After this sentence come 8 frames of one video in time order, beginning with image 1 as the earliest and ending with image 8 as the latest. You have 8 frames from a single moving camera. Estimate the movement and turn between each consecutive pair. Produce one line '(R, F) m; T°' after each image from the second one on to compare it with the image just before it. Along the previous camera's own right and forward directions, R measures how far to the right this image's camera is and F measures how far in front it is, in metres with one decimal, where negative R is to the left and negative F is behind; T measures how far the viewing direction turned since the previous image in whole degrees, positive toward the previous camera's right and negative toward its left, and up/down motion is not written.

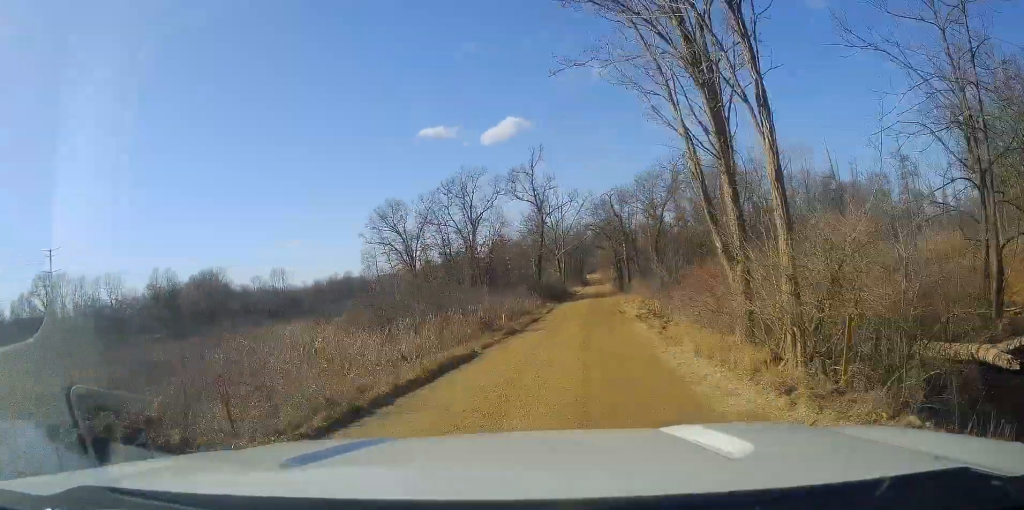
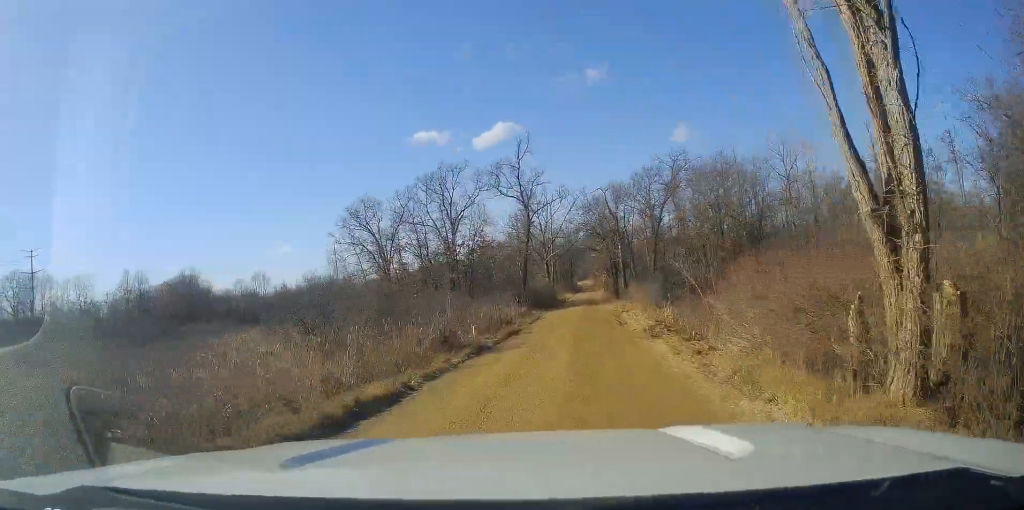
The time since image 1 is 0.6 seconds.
(-0.2, +8.3) m; 0°
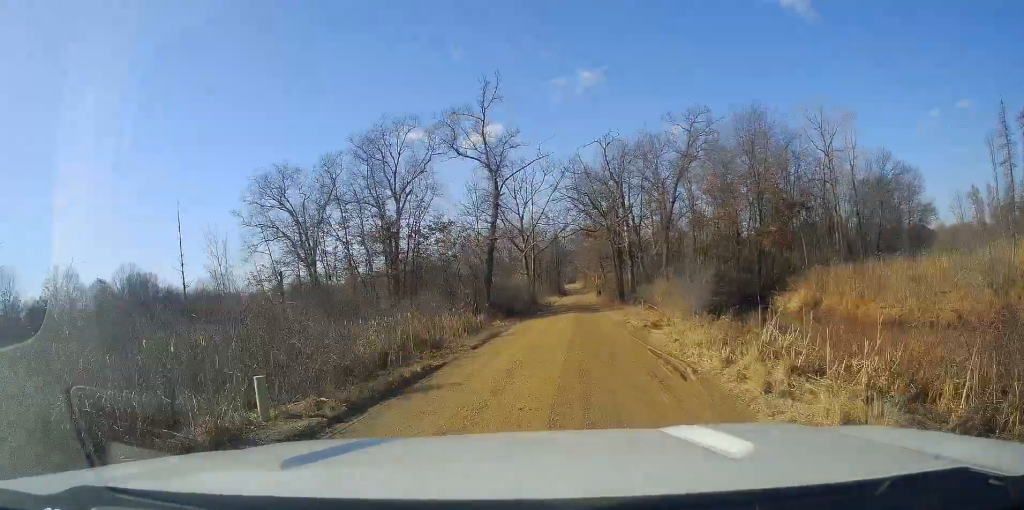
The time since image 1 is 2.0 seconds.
(0.0, +21.6) m; +3°
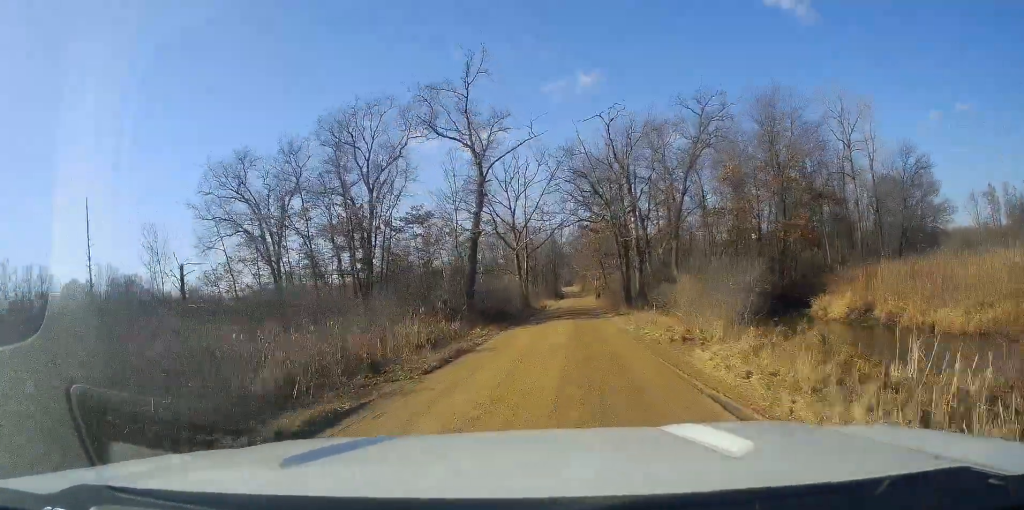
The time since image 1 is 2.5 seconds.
(+0.1, +7.7) m; 0°
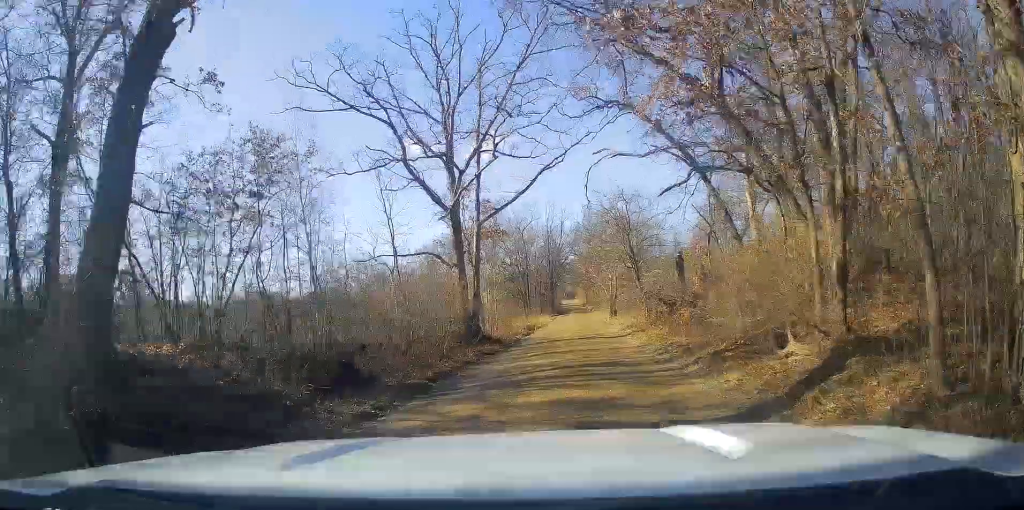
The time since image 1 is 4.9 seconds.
(-1.1, +36.8) m; -2°
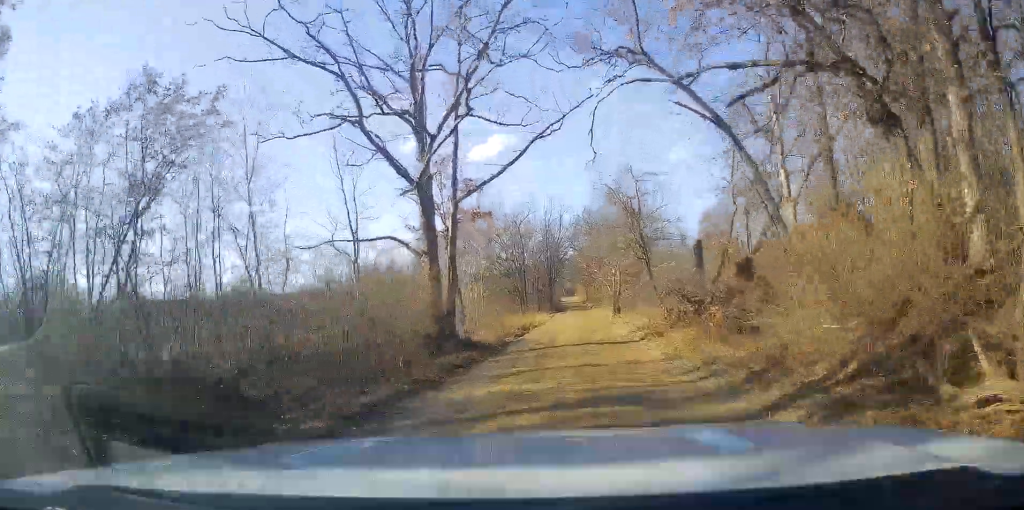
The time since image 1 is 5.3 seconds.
(0.0, +6.2) m; +1°
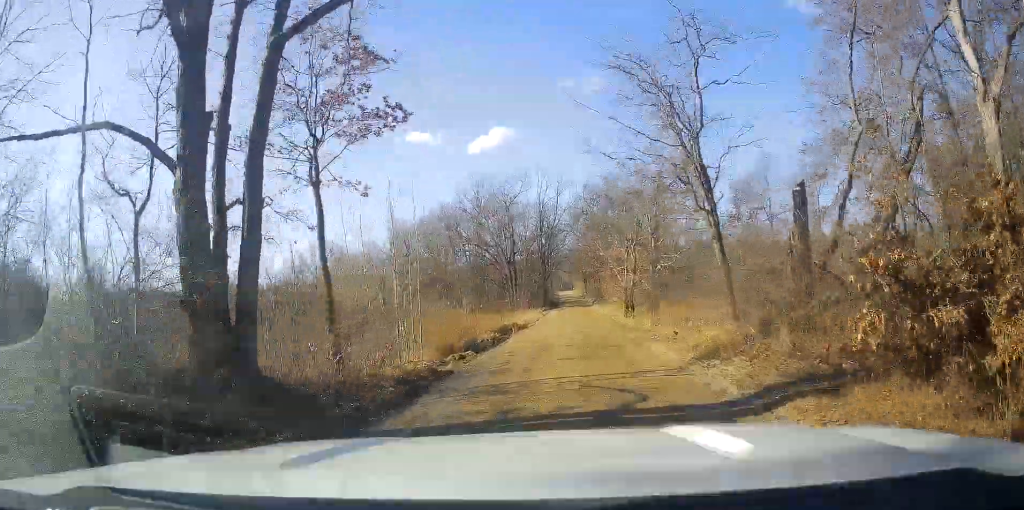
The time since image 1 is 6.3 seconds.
(+0.2, +16.4) m; 0°
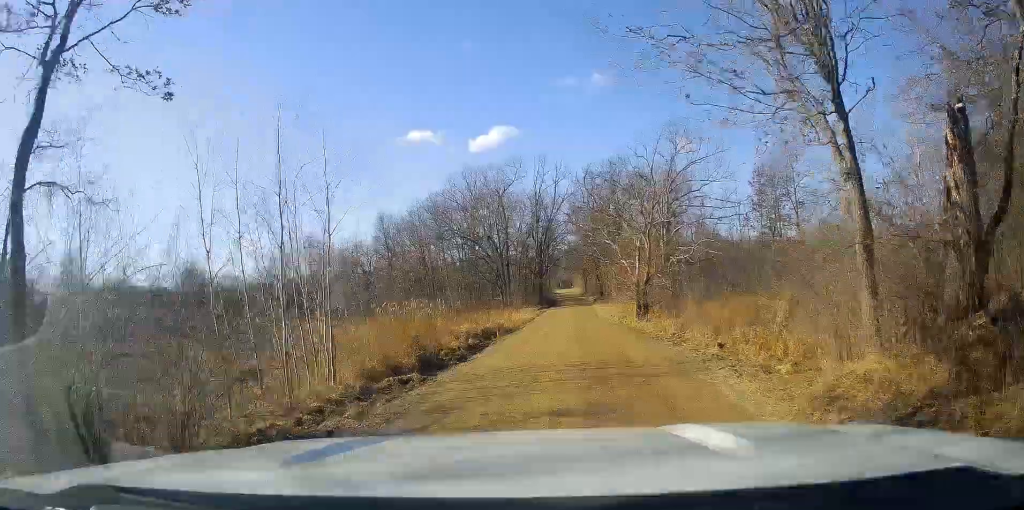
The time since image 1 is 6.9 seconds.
(0.0, +9.0) m; 0°
